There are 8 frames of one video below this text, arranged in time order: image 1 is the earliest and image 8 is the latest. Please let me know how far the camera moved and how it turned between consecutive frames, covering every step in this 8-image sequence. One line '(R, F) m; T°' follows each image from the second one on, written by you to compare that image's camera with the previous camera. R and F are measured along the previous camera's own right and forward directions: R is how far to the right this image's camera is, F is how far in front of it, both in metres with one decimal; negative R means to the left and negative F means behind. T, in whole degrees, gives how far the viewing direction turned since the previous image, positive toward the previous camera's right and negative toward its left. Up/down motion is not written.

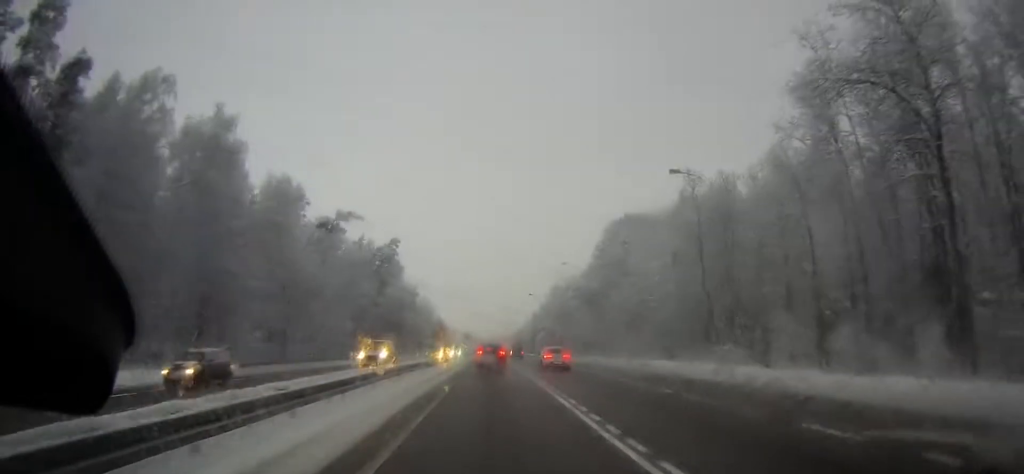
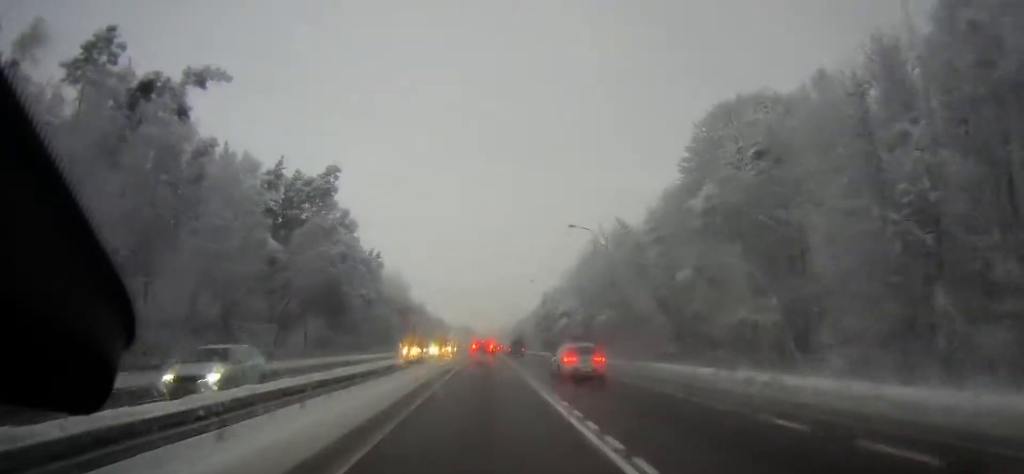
(0.0, +59.2) m; 0°
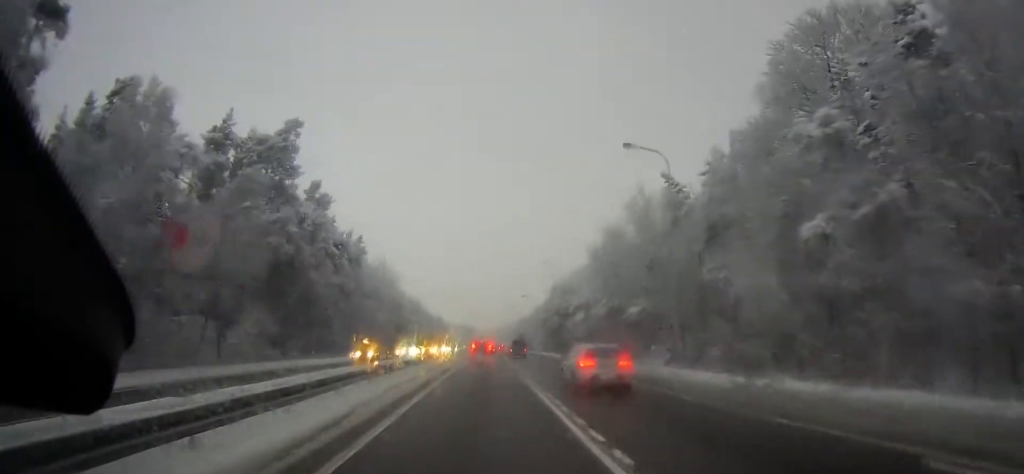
(0.0, +20.7) m; 0°
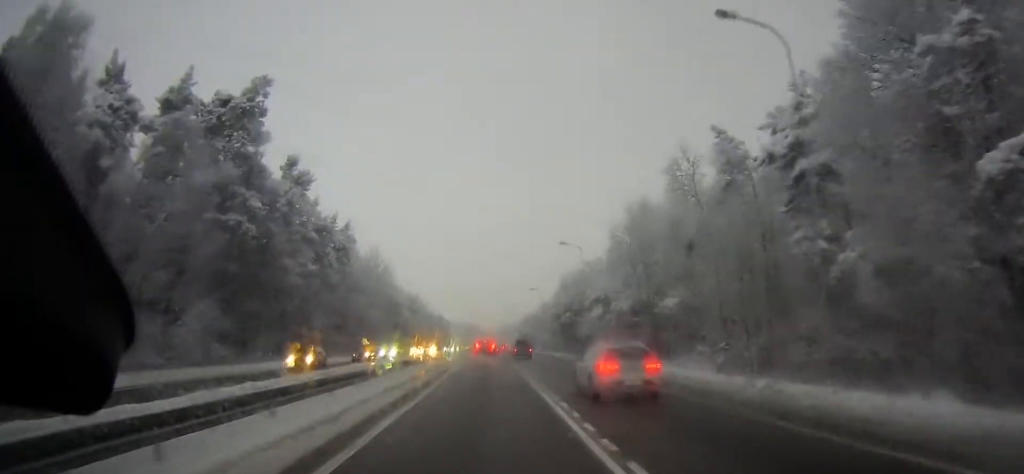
(0.0, +12.9) m; 0°
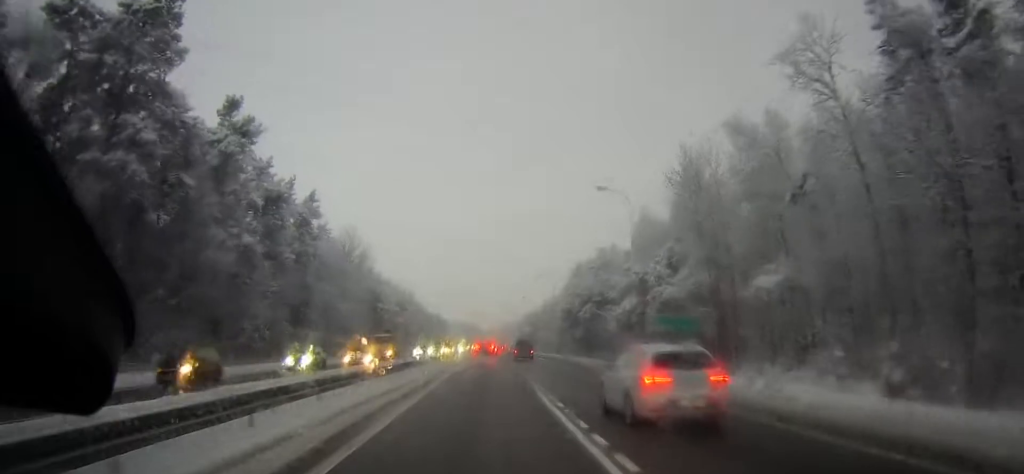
(0.0, +21.0) m; 0°
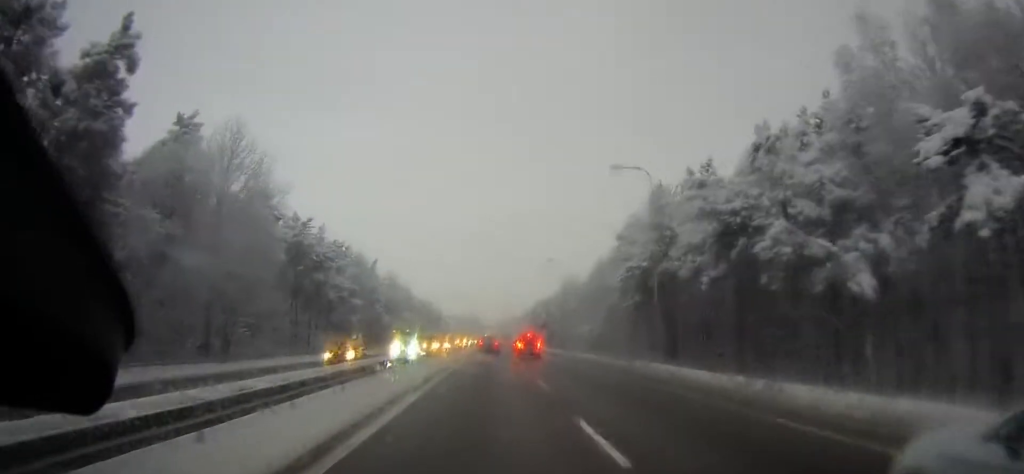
(-0.1, +49.9) m; 0°
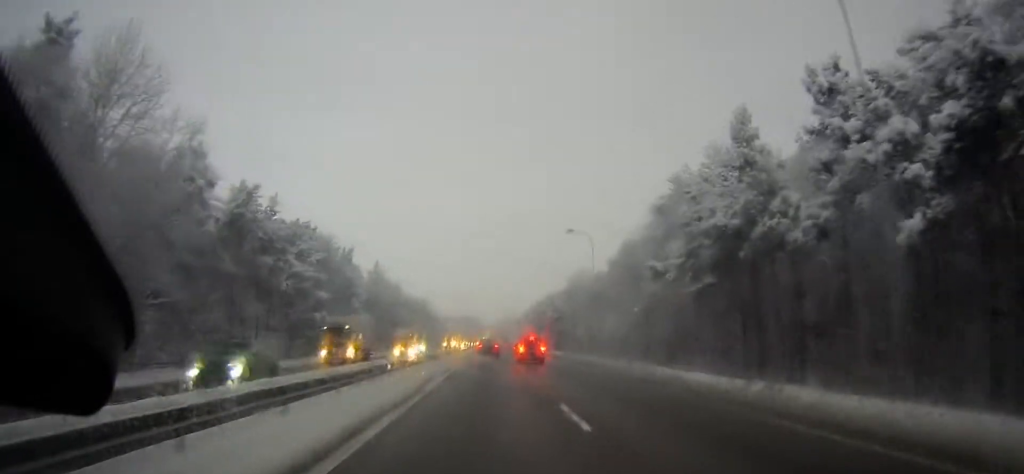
(0.0, +20.5) m; 0°
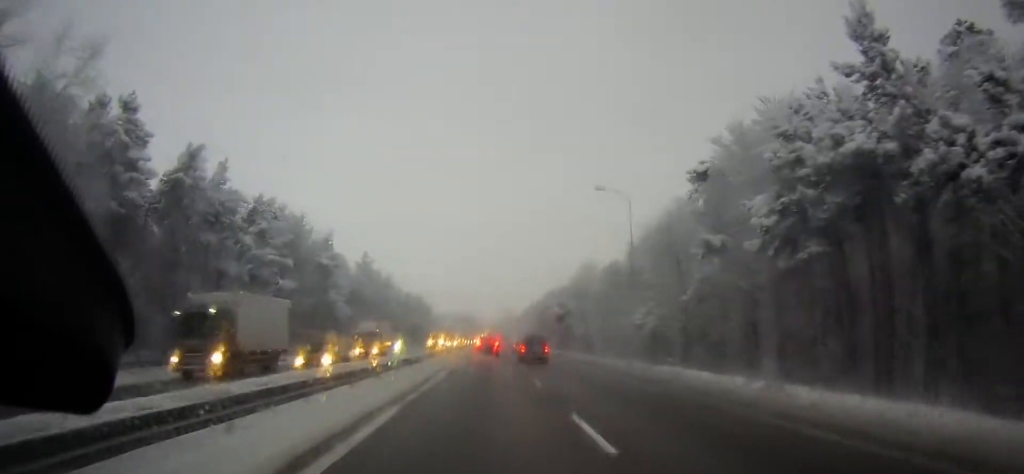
(0.0, +14.6) m; 0°
